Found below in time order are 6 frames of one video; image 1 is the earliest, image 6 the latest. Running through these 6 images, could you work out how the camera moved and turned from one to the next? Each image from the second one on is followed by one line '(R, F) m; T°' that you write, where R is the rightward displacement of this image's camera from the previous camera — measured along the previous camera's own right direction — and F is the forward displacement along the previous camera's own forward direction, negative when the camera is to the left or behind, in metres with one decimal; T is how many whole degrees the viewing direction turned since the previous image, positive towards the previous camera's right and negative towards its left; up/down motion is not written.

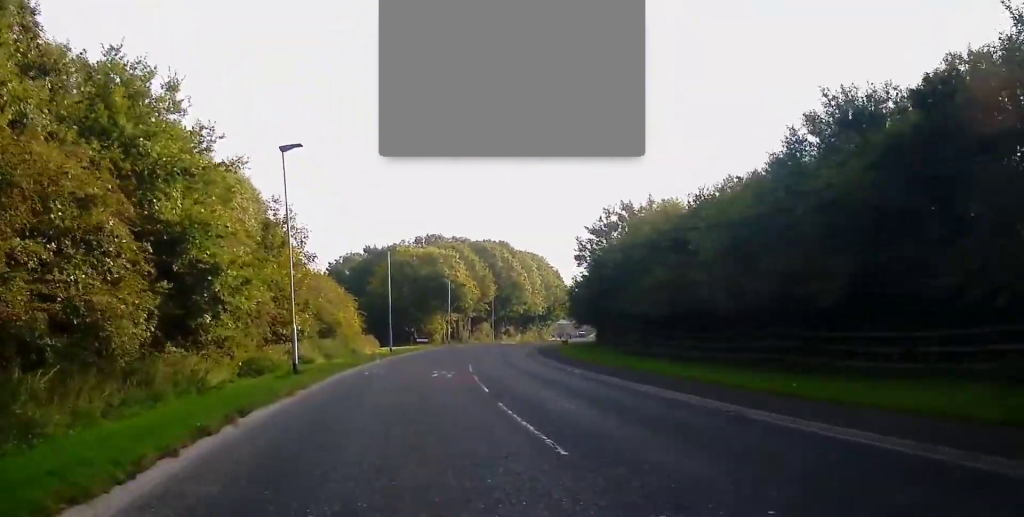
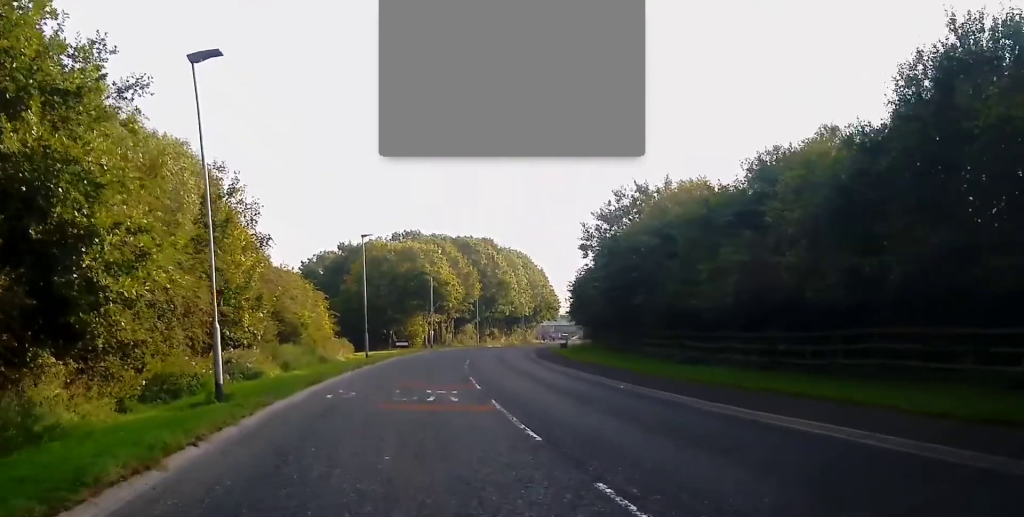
(+0.4, +7.7) m; +1°
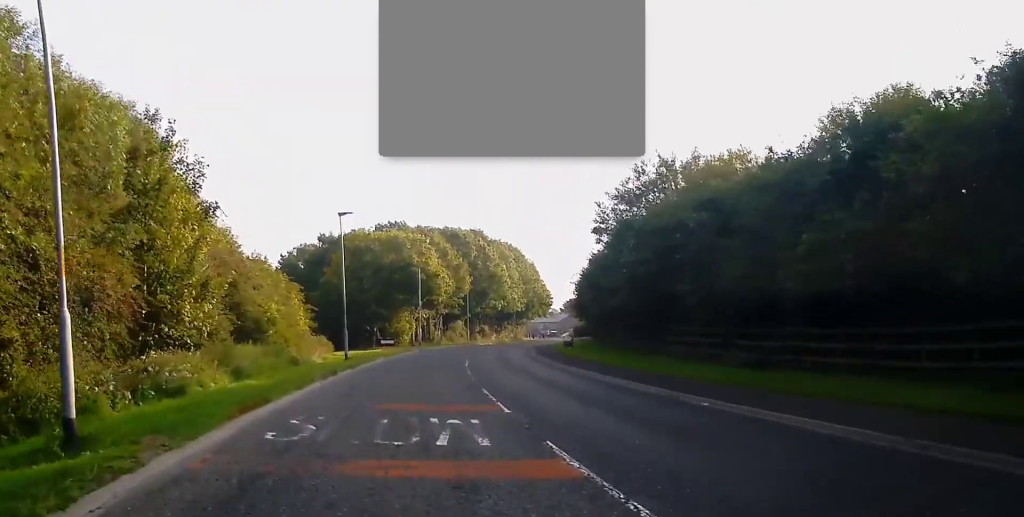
(-0.2, +6.4) m; 0°
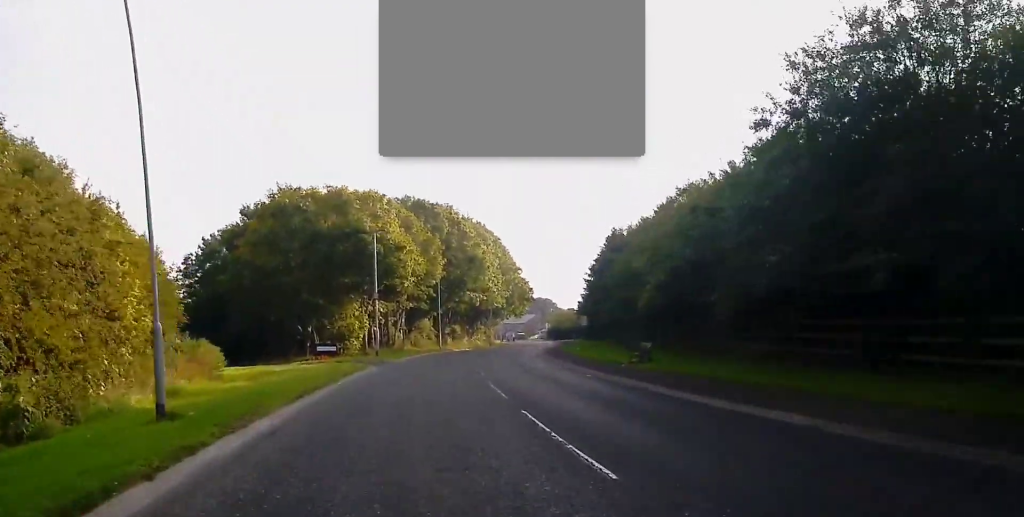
(+0.3, +23.0) m; +4°
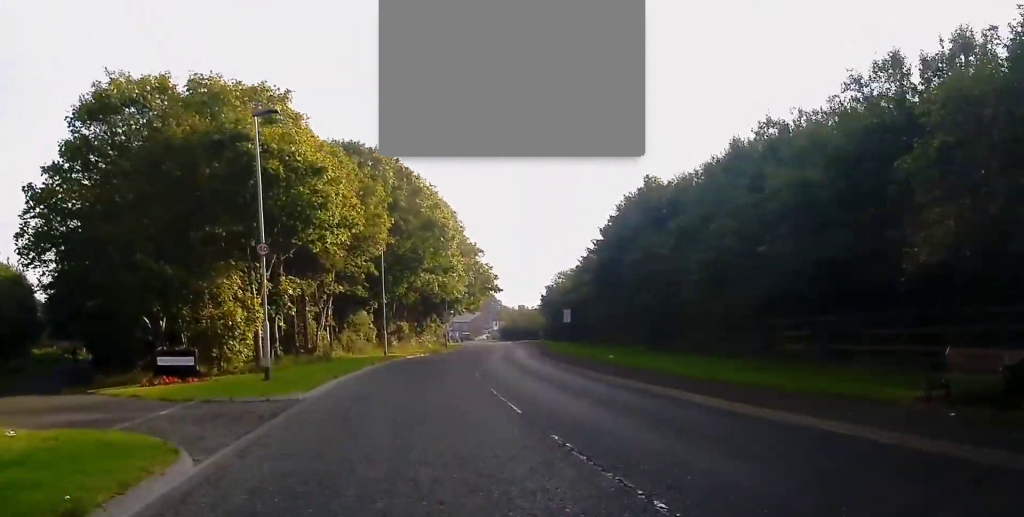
(+1.2, +20.6) m; +5°
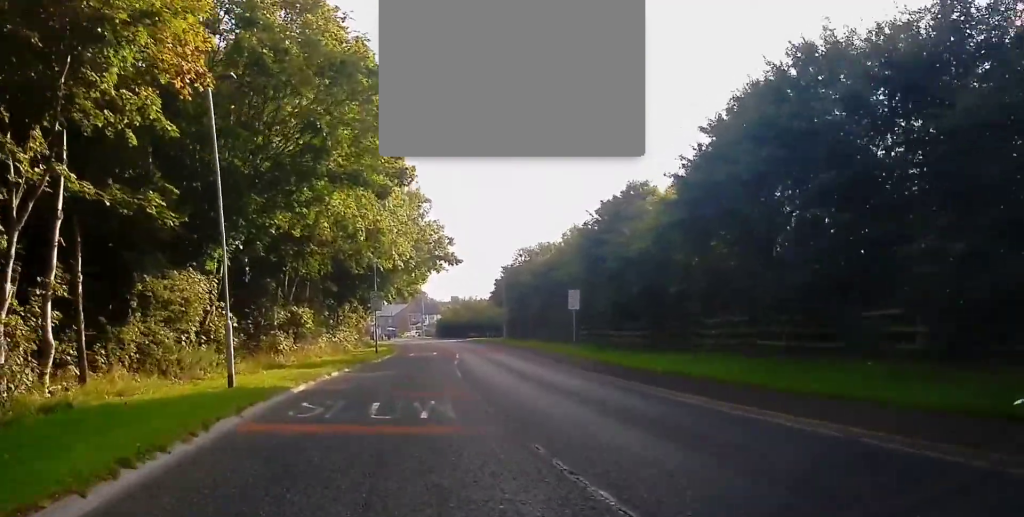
(+1.0, +27.8) m; +5°
